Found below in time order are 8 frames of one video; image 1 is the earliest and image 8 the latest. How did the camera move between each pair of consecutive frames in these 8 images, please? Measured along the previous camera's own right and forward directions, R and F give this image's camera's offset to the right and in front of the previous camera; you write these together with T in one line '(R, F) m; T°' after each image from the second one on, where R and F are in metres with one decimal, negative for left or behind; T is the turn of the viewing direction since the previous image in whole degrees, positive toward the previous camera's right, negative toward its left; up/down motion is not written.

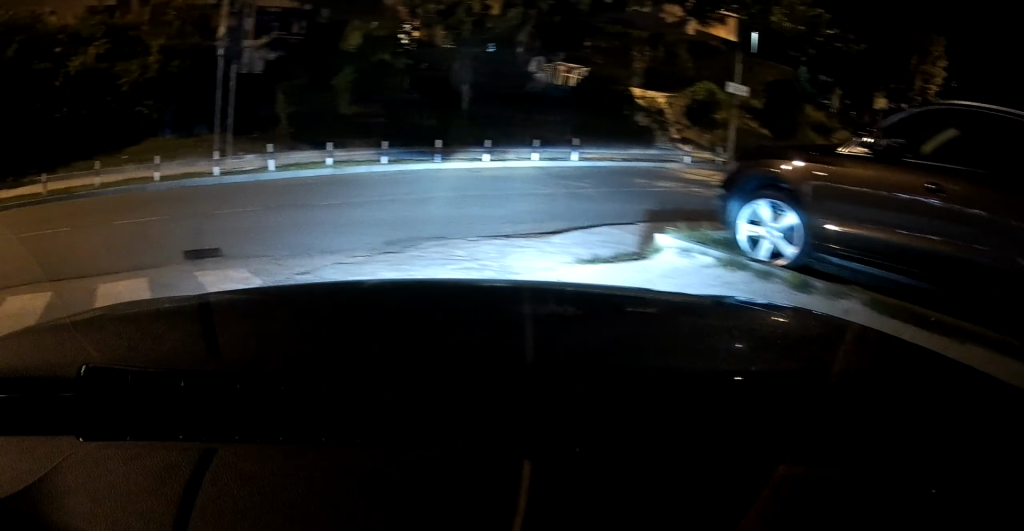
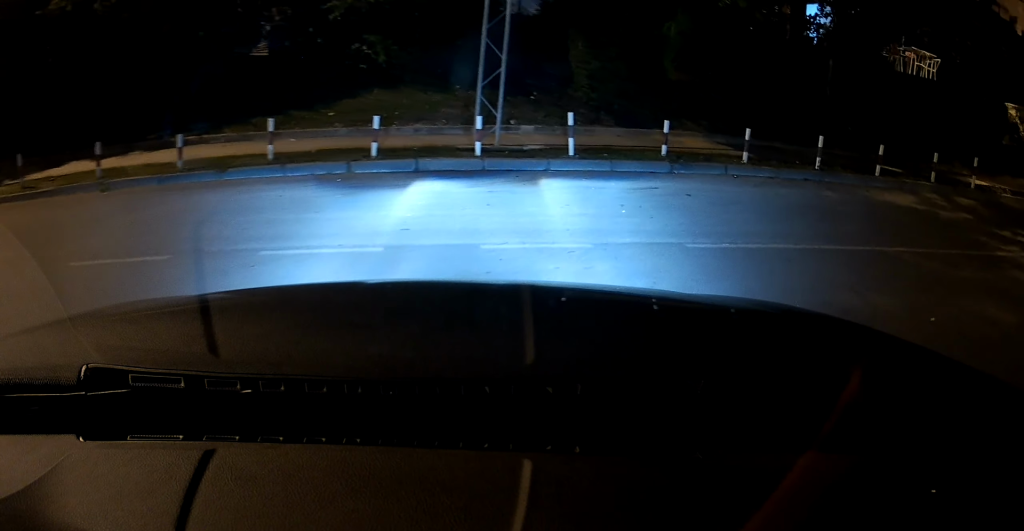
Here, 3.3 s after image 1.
(-1.0, +5.2) m; +7°
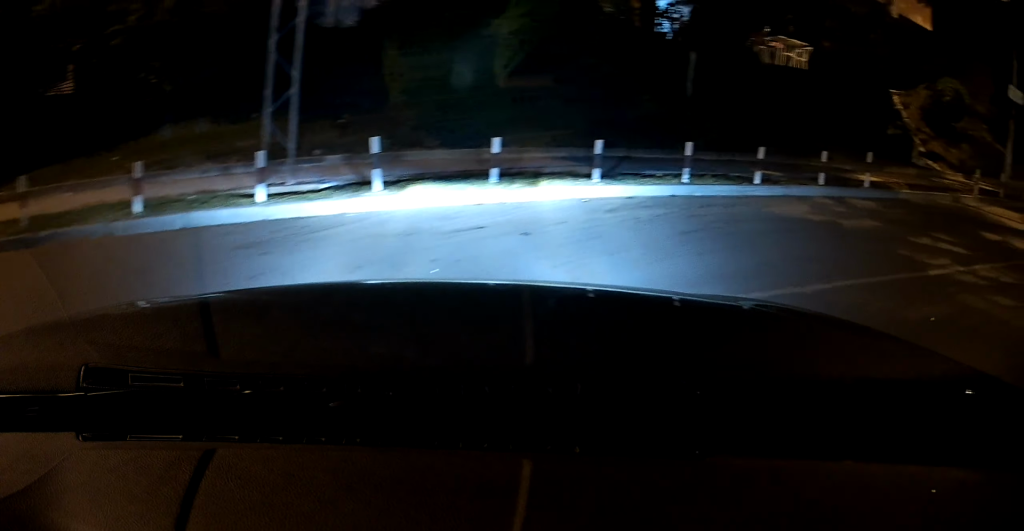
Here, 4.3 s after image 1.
(+0.1, +1.6) m; +13°
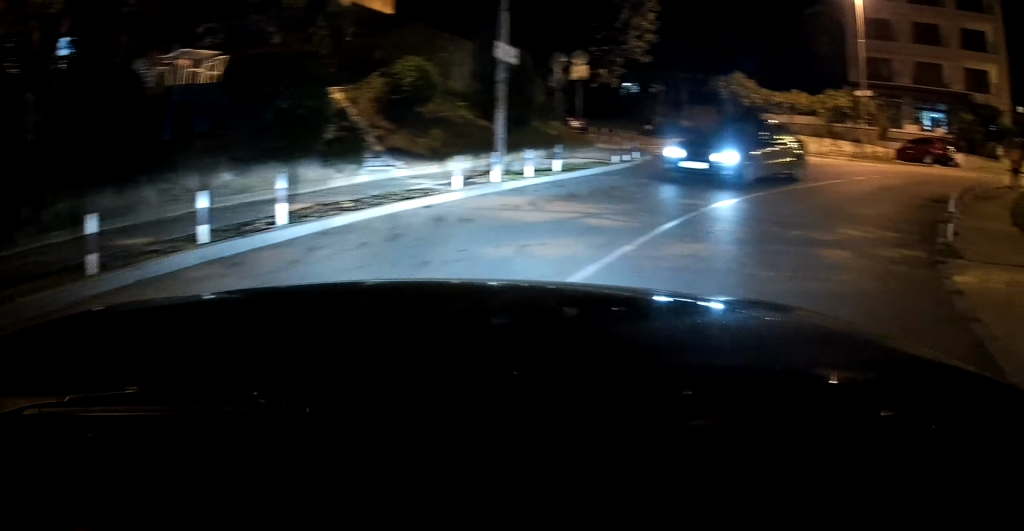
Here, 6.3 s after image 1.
(+1.0, +3.3) m; +25°
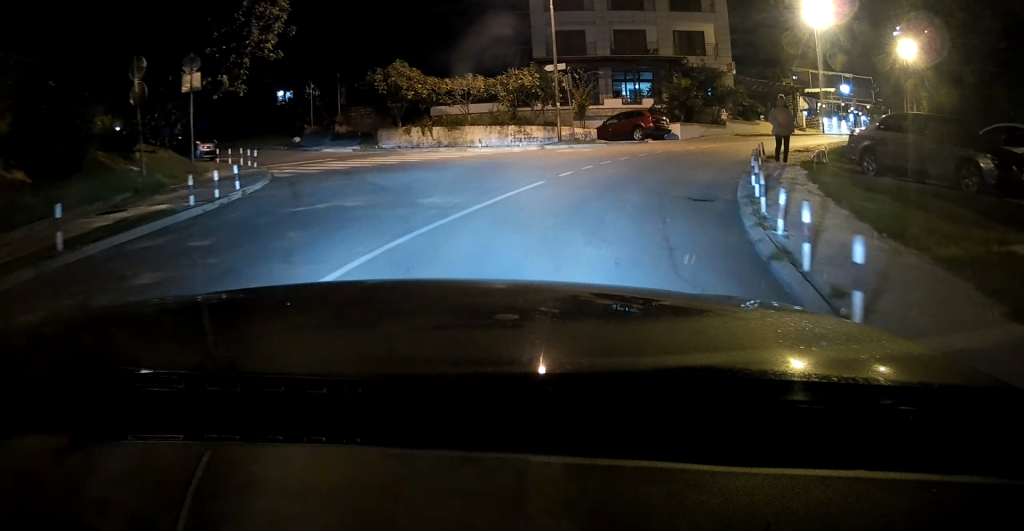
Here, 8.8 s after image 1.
(+0.9, +4.9) m; +22°
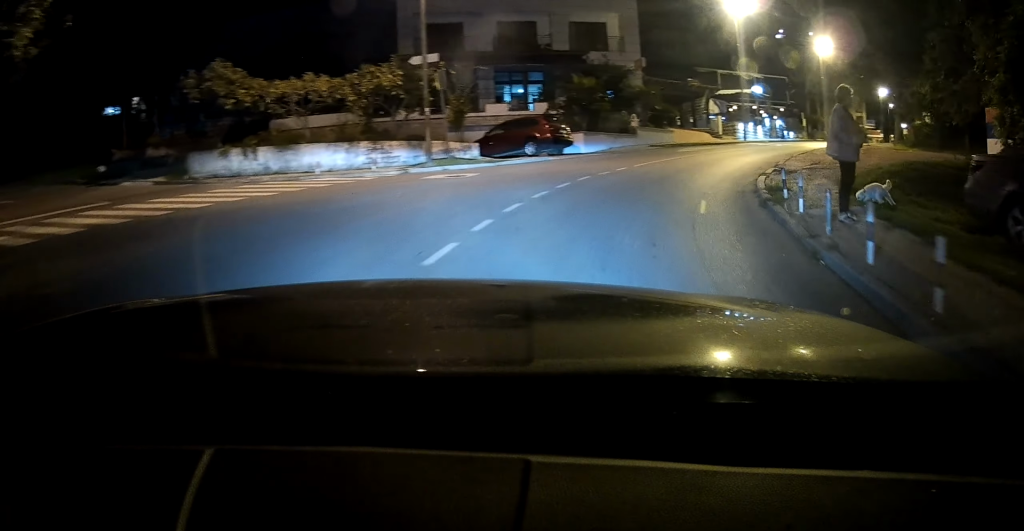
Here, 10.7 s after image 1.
(+0.9, +5.5) m; +18°
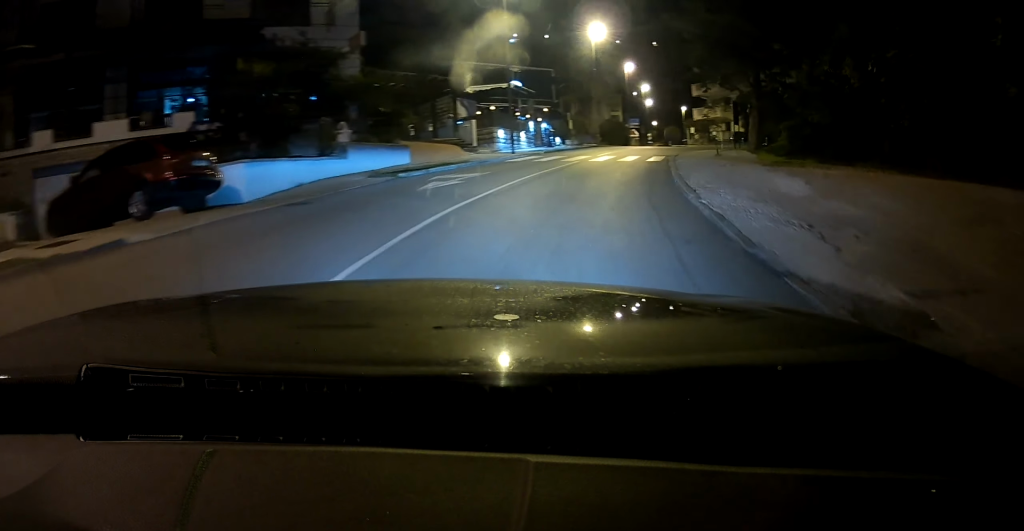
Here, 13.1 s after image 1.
(+2.2, +12.0) m; +18°
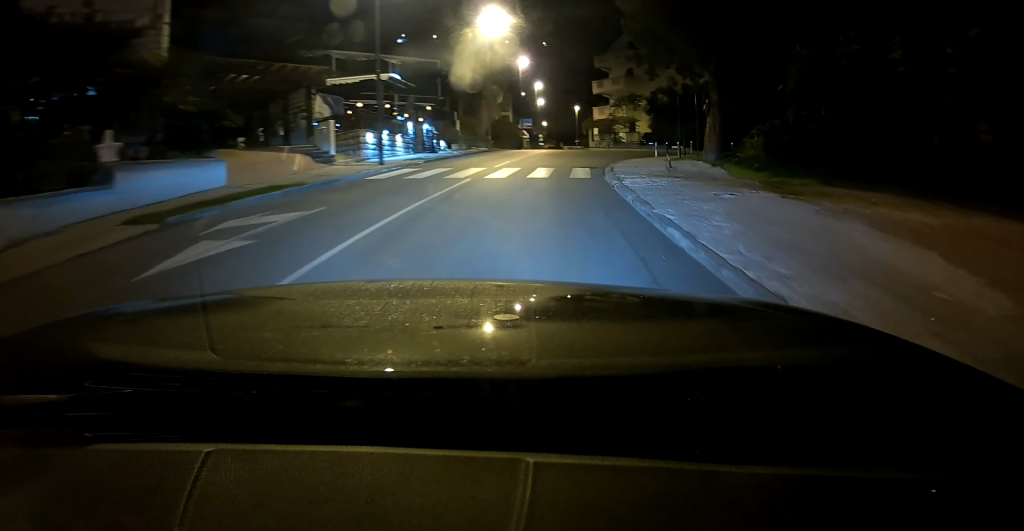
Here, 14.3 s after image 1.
(+0.3, +7.3) m; +6°
